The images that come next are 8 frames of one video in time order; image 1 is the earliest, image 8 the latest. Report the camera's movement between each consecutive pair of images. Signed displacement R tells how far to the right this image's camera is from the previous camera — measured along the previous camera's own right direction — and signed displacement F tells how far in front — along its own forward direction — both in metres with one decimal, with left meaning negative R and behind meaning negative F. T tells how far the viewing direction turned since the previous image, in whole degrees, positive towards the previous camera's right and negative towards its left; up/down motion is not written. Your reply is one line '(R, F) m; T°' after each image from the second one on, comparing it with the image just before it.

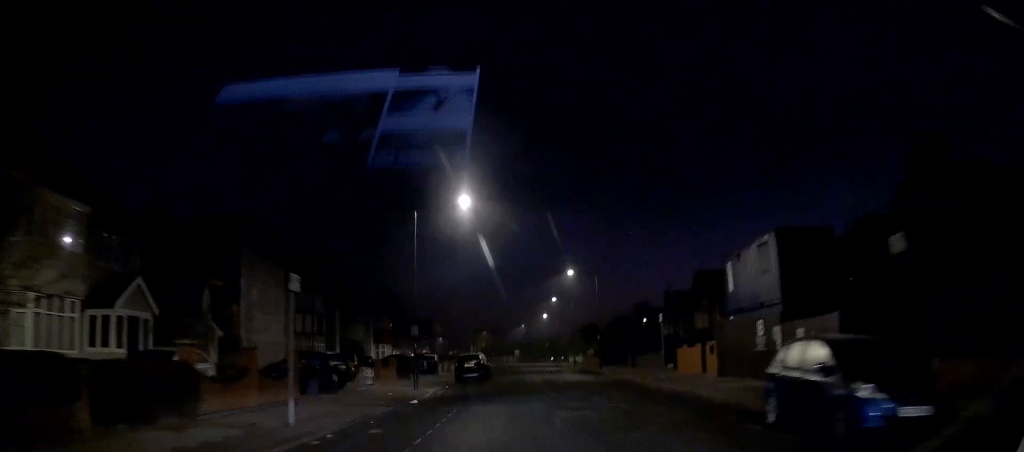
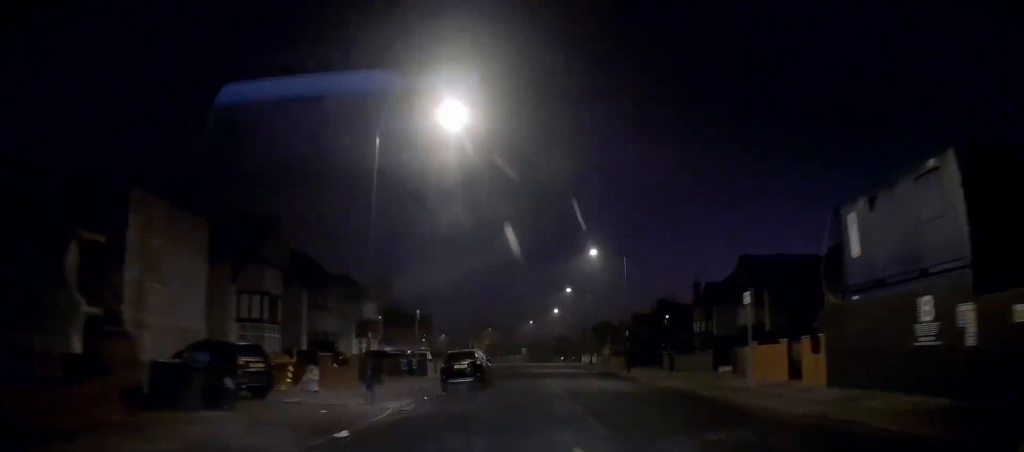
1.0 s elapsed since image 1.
(-0.1, +9.8) m; -1°
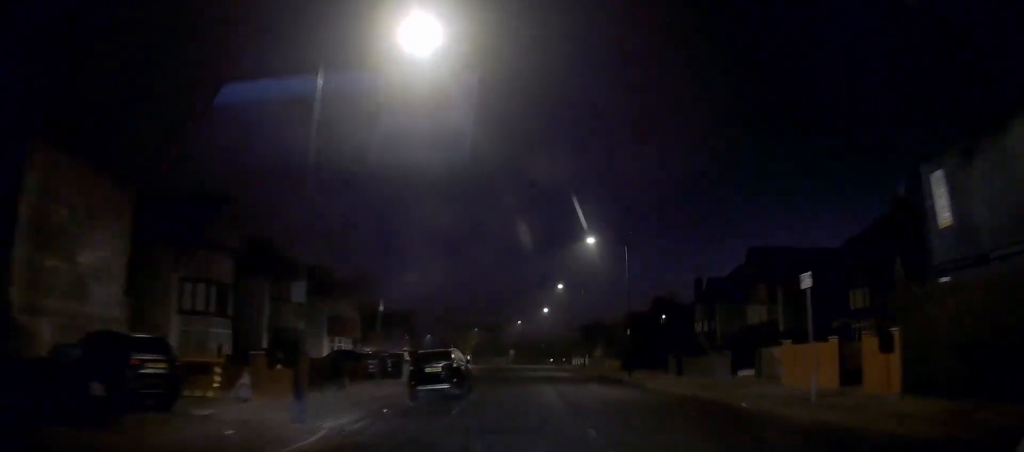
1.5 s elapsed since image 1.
(0.0, +4.8) m; 0°
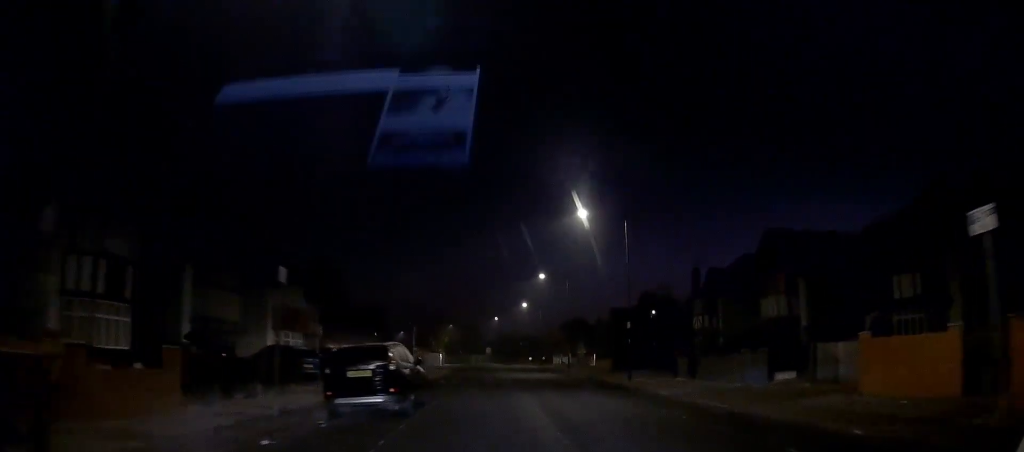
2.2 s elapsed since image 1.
(0.0, +6.9) m; 0°
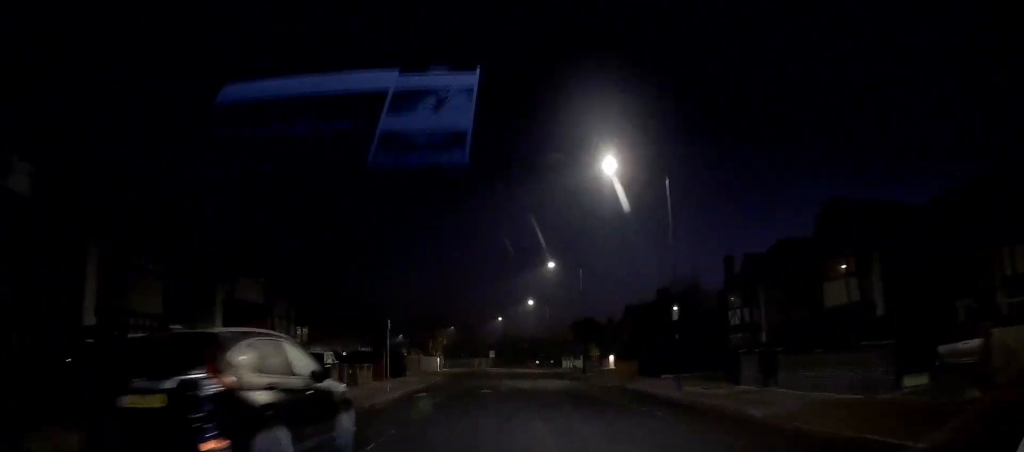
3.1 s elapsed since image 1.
(-0.1, +8.0) m; +1°
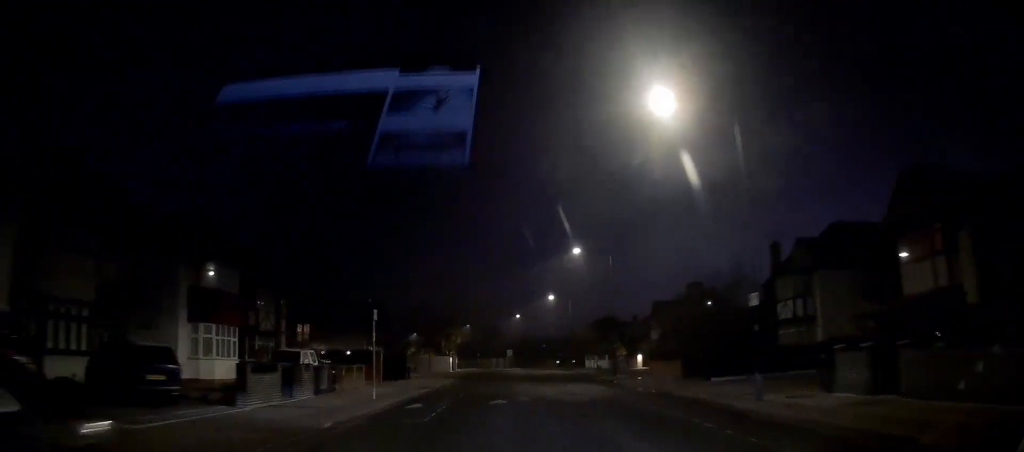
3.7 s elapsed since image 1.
(+0.2, +5.7) m; +1°
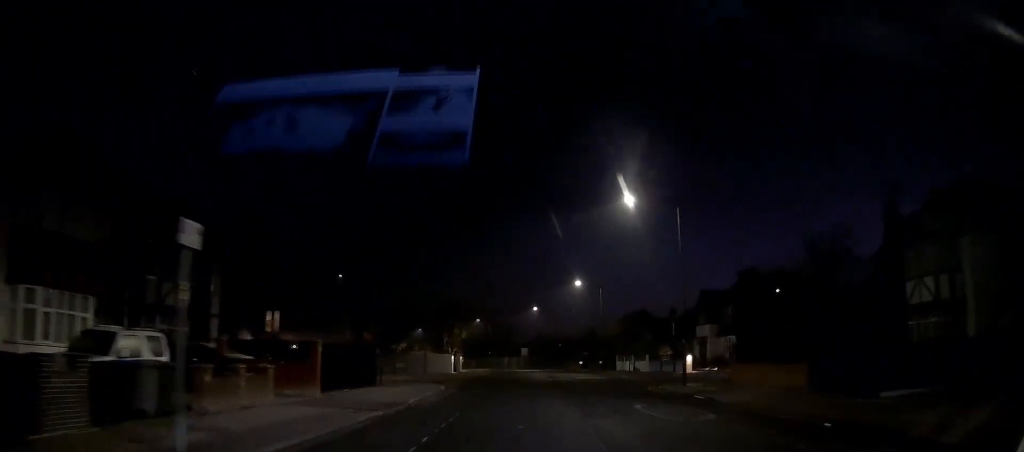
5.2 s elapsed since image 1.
(+0.1, +12.8) m; -1°
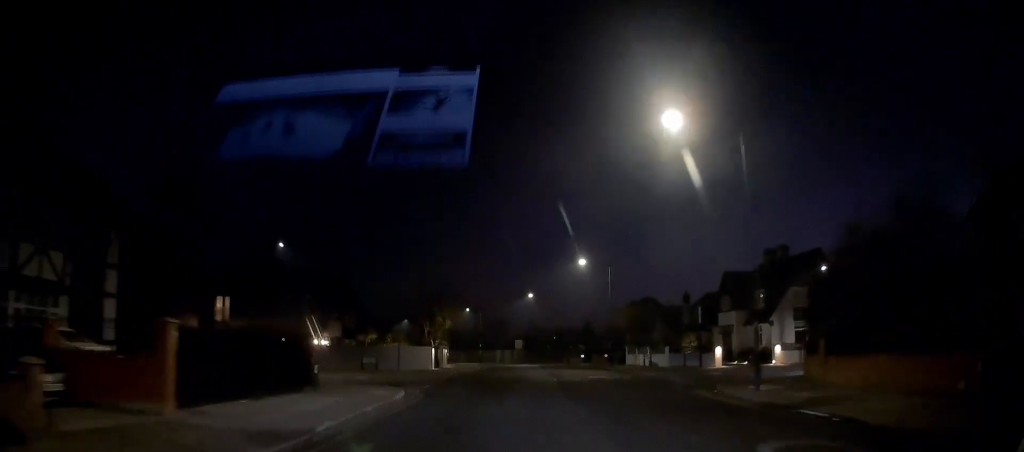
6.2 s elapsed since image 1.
(-0.2, +8.9) m; -2°
